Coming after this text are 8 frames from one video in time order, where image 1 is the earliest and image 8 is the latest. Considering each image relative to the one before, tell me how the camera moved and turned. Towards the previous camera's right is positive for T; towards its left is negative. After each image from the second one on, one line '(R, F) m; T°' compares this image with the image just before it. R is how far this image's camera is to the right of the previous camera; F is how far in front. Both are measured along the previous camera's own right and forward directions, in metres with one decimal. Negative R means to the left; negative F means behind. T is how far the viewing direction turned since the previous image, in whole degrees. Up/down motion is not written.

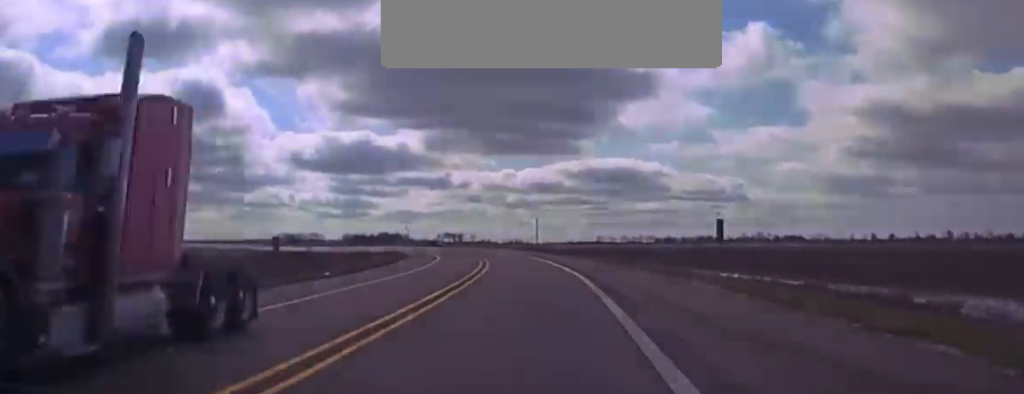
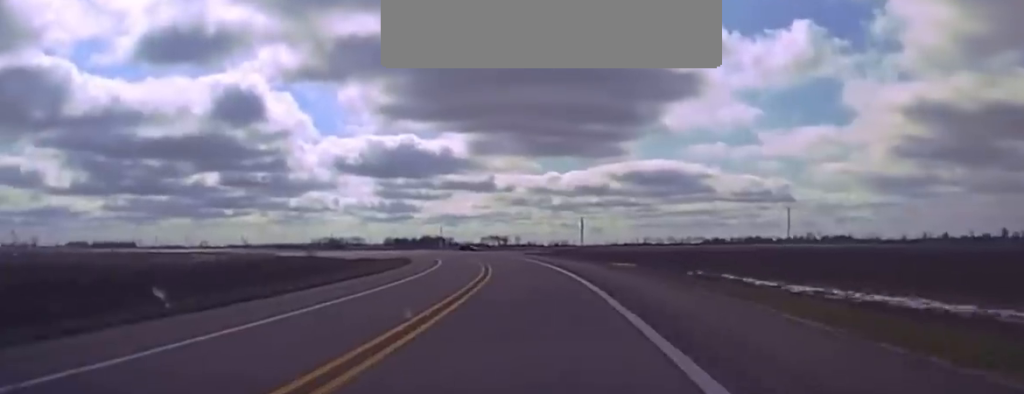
(-0.7, +27.6) m; -2°
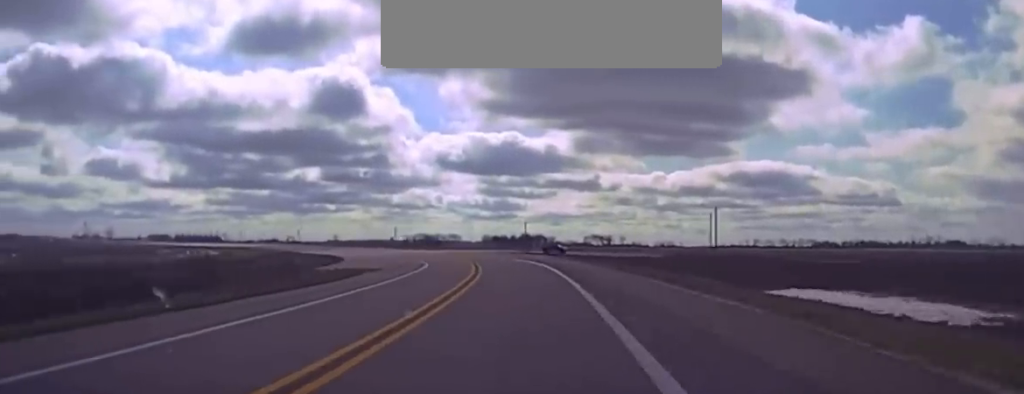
(-3.9, +84.0) m; -6°
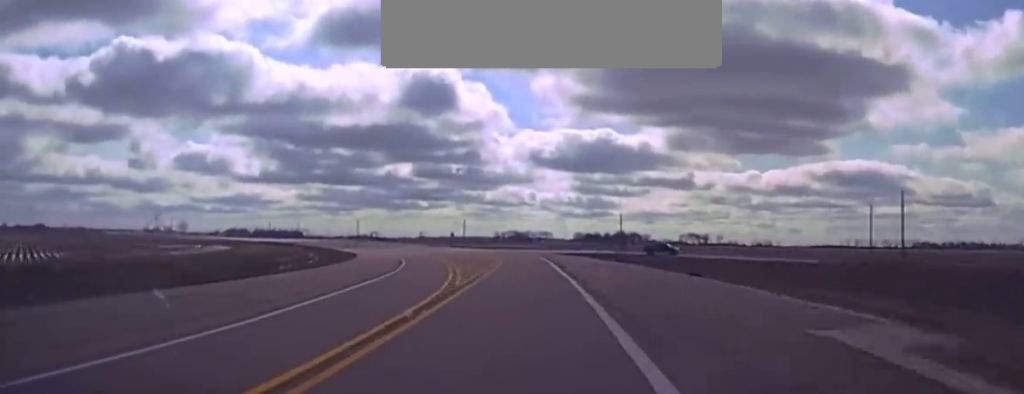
(-2.9, +61.3) m; -6°
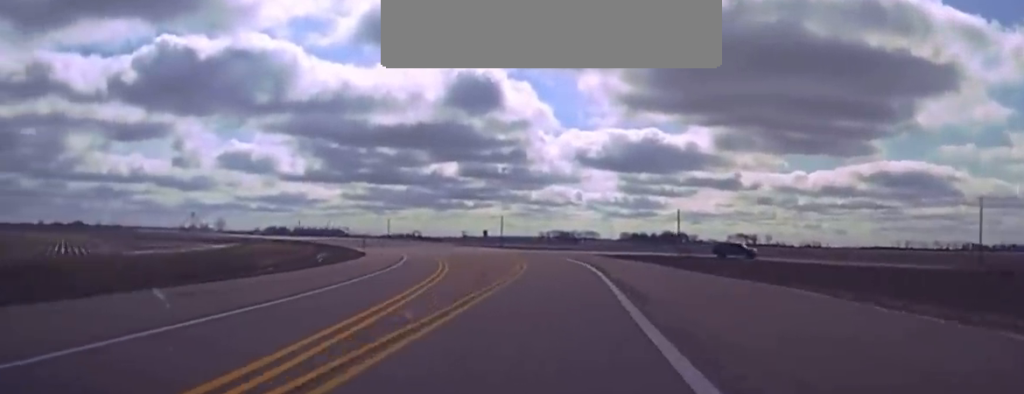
(-0.8, +28.6) m; -3°
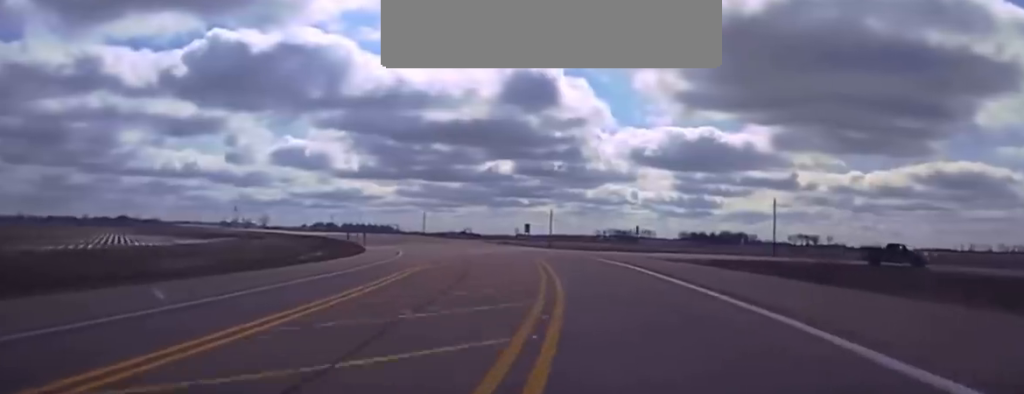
(-1.5, +41.6) m; -4°
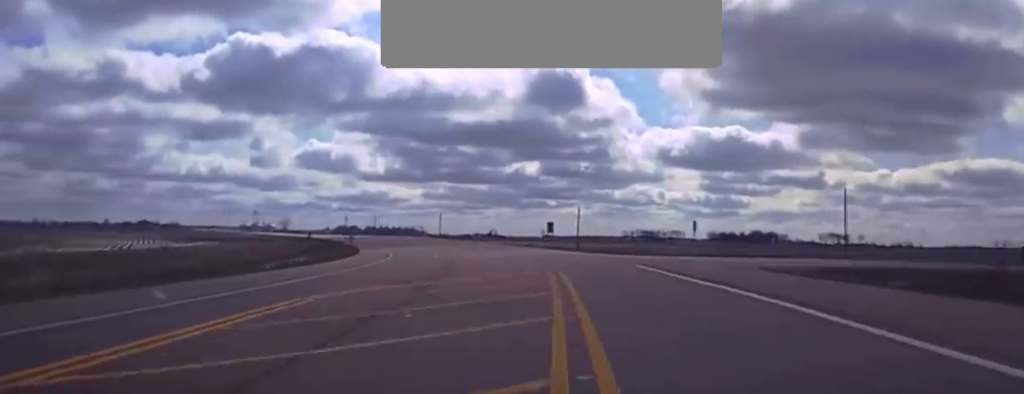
(-0.2, +23.9) m; -3°
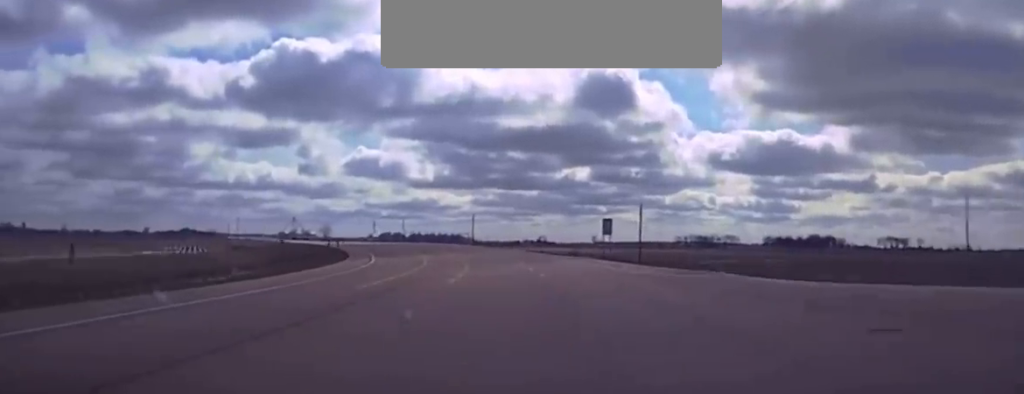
(-2.0, +39.6) m; -3°
